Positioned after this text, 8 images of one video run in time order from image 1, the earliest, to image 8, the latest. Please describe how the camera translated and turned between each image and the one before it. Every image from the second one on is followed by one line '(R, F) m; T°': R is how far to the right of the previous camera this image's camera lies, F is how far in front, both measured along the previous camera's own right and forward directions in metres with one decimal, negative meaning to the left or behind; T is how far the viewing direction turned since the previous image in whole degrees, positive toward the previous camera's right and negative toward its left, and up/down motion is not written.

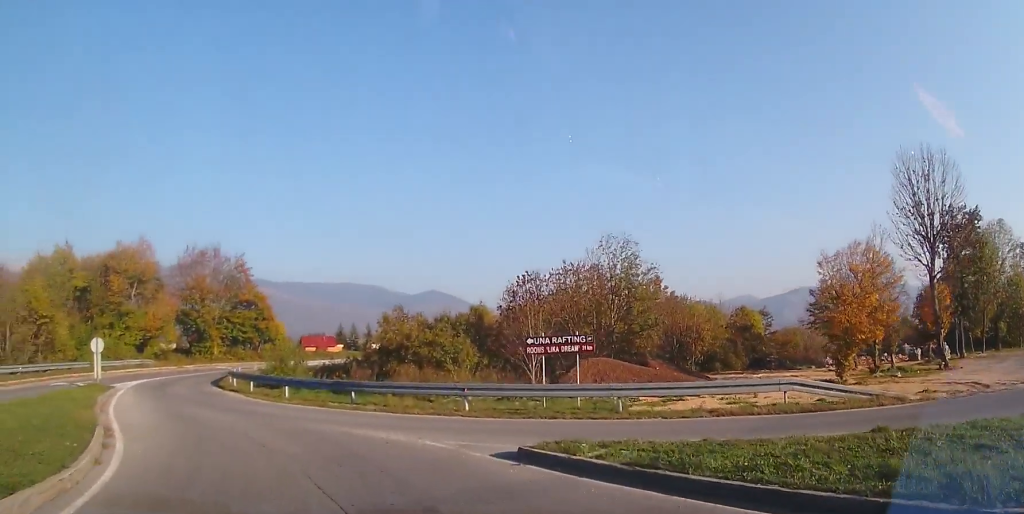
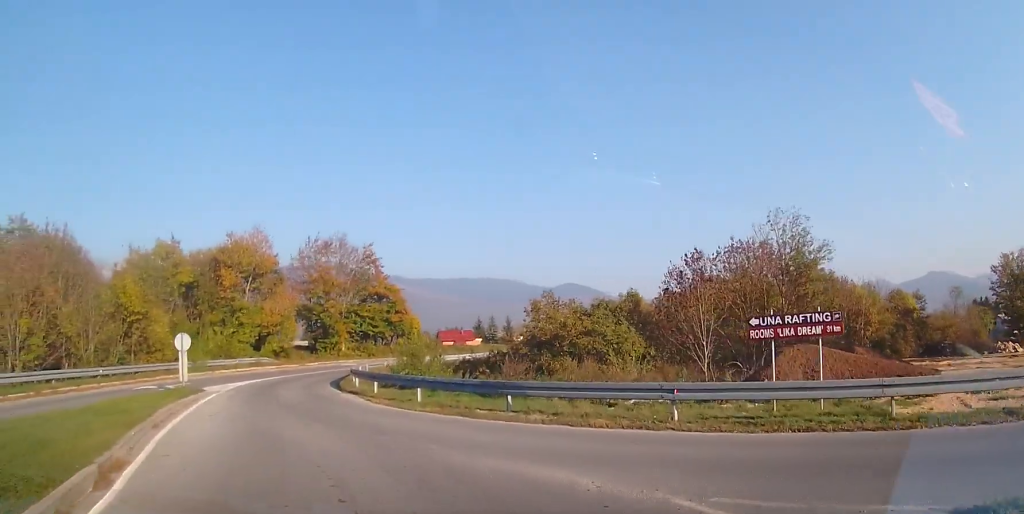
(-0.1, +4.7) m; -6°
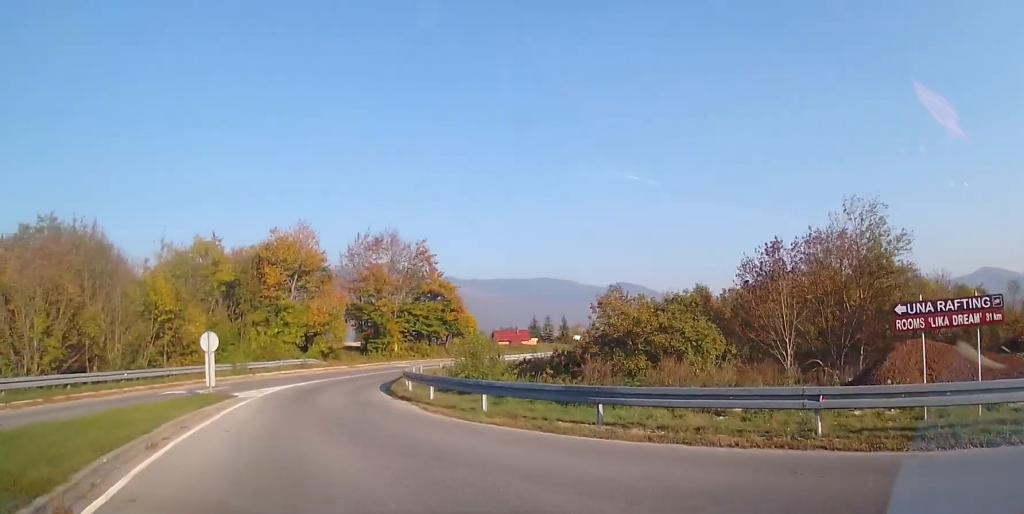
(-0.2, +2.8) m; -5°
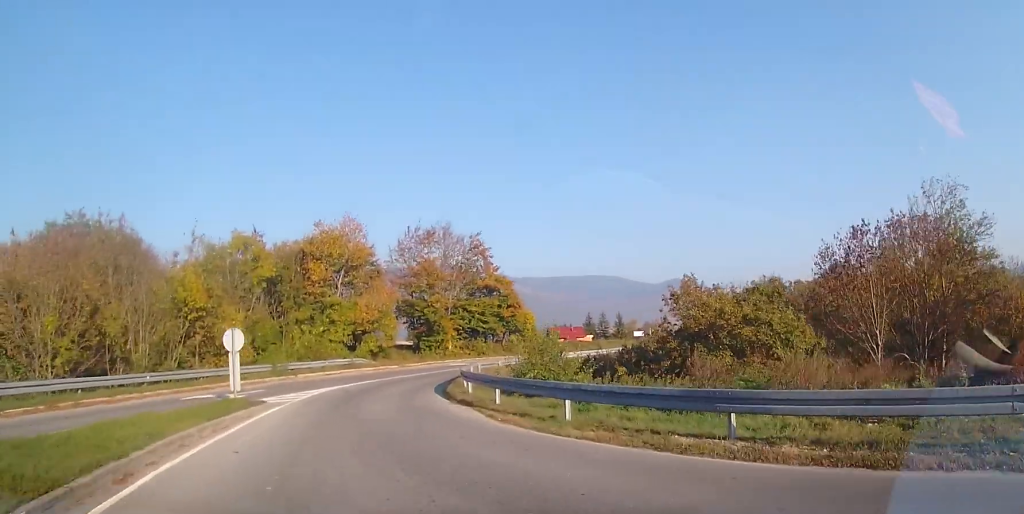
(-0.1, +2.9) m; -4°
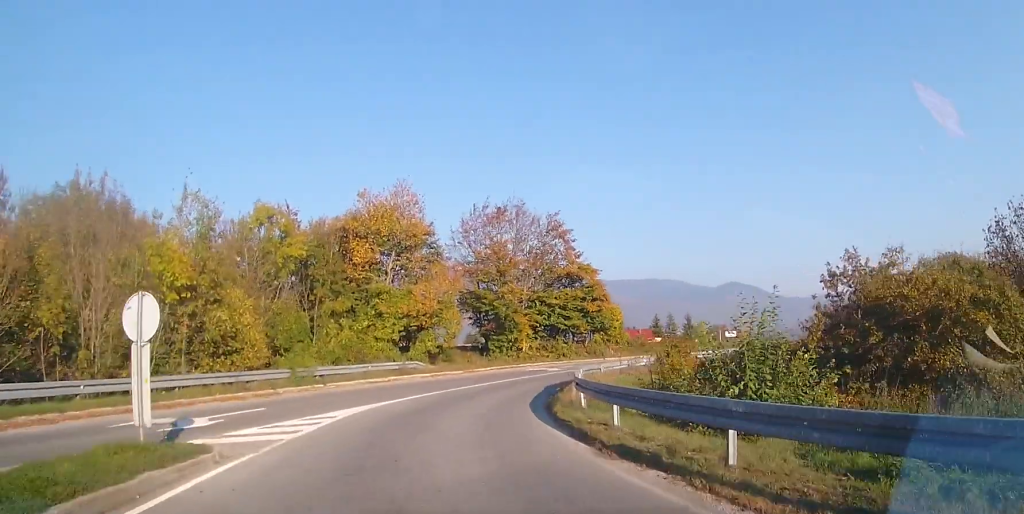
(0.0, +8.4) m; +3°
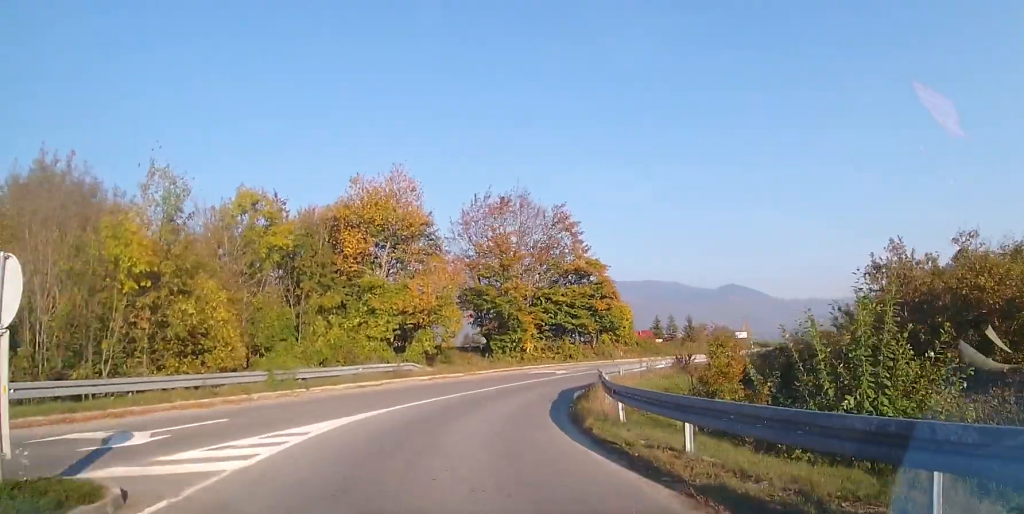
(+0.2, +2.5) m; +1°
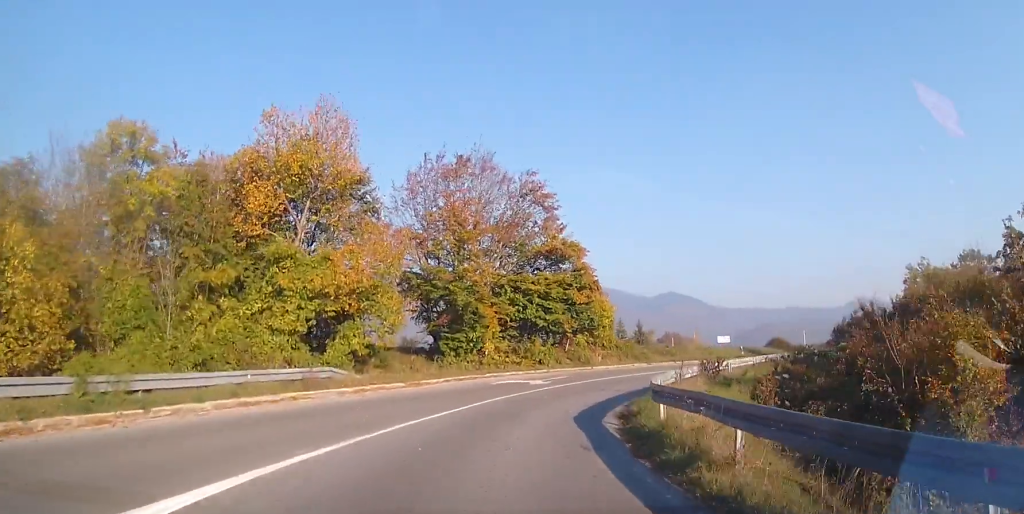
(-0.2, +7.5) m; +2°
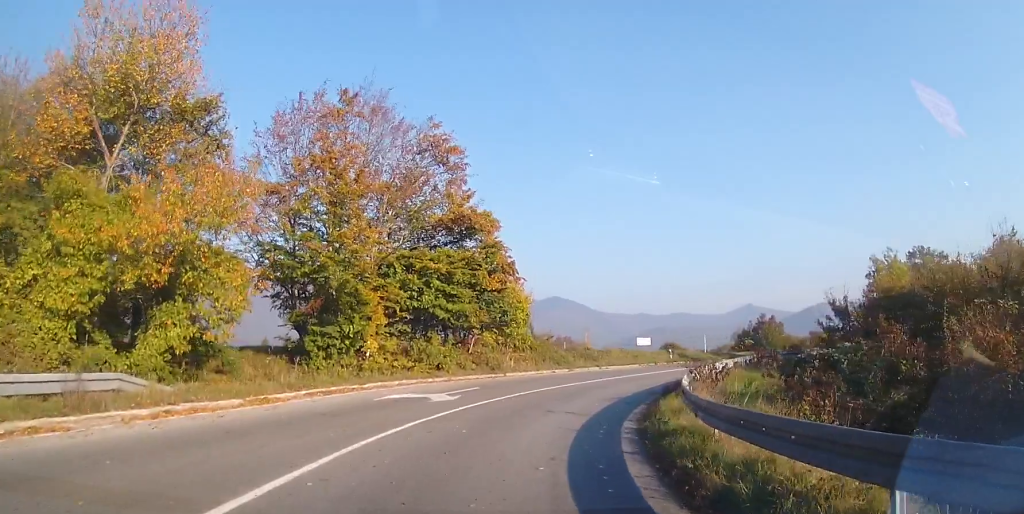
(+0.3, +8.3) m; +9°
